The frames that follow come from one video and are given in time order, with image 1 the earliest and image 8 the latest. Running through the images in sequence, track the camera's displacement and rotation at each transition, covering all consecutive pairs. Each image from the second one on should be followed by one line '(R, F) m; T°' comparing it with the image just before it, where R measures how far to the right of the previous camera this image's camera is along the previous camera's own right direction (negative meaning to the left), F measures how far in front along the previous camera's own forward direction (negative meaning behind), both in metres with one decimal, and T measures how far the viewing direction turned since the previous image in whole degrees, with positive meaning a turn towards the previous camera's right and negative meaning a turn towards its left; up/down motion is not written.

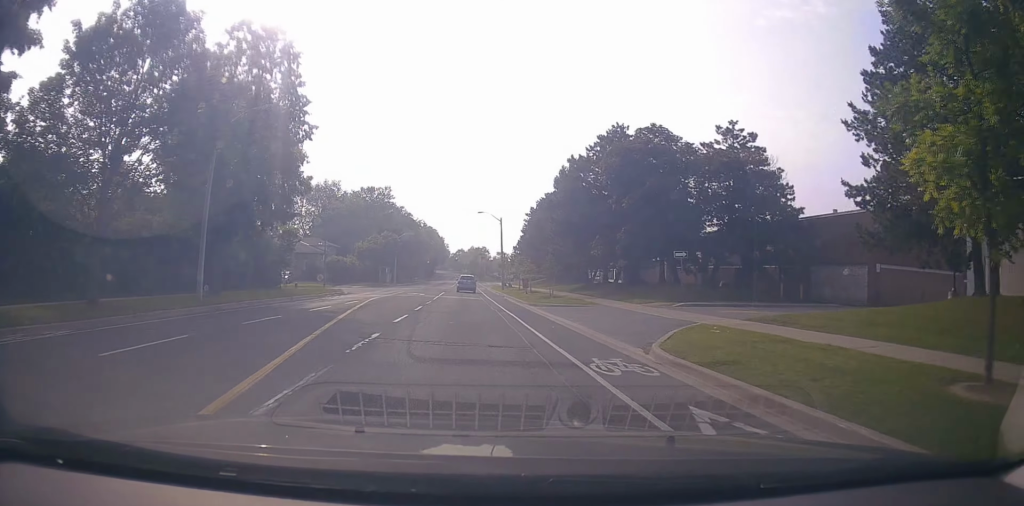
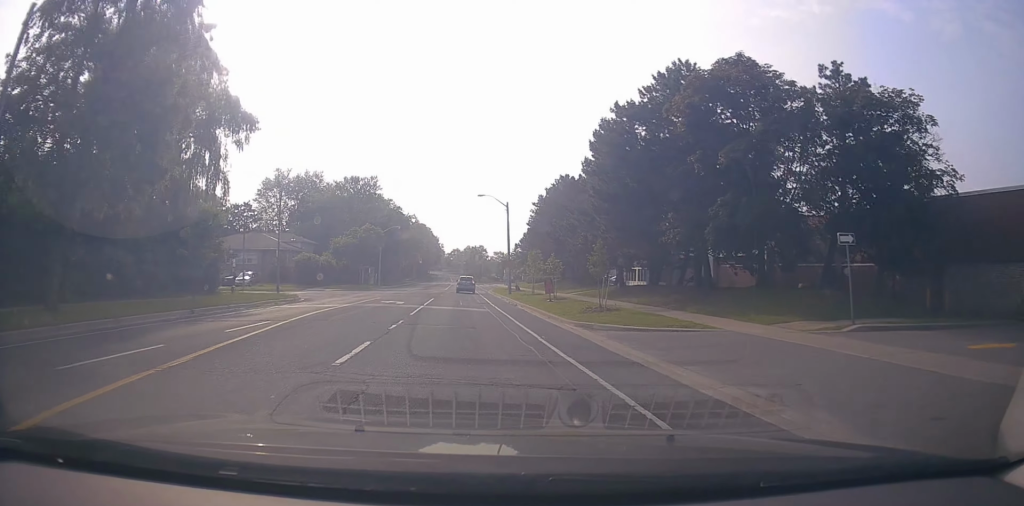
(+0.2, +13.1) m; +2°
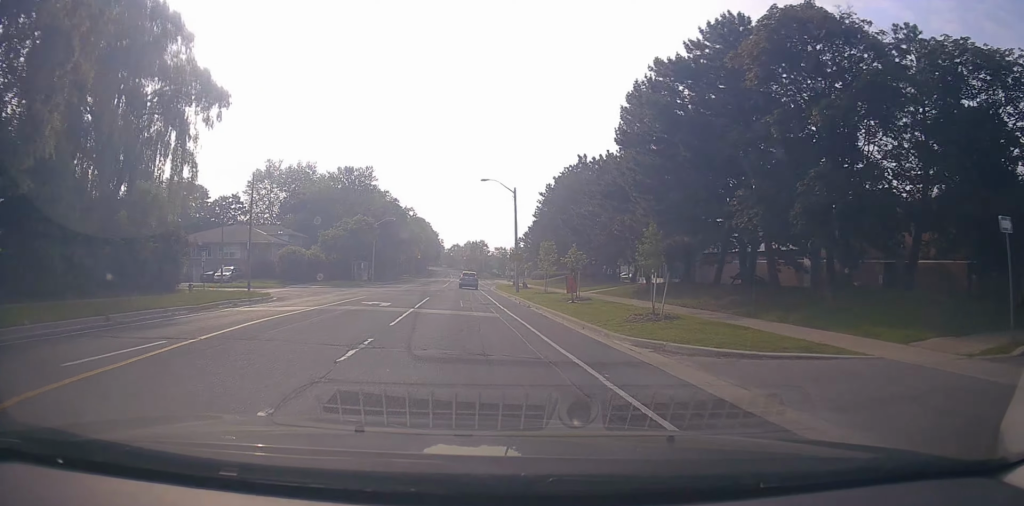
(+0.2, +6.0) m; 0°
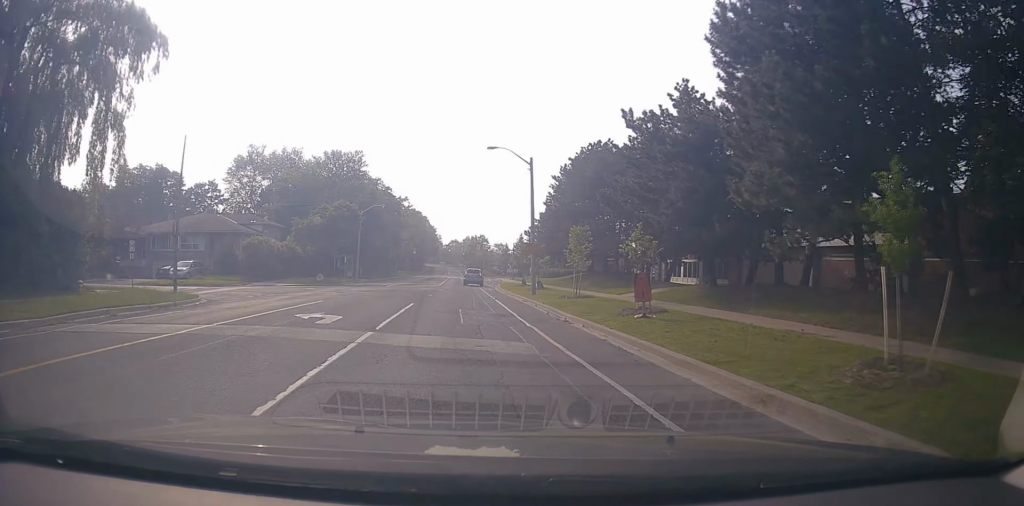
(-0.2, +9.8) m; -1°
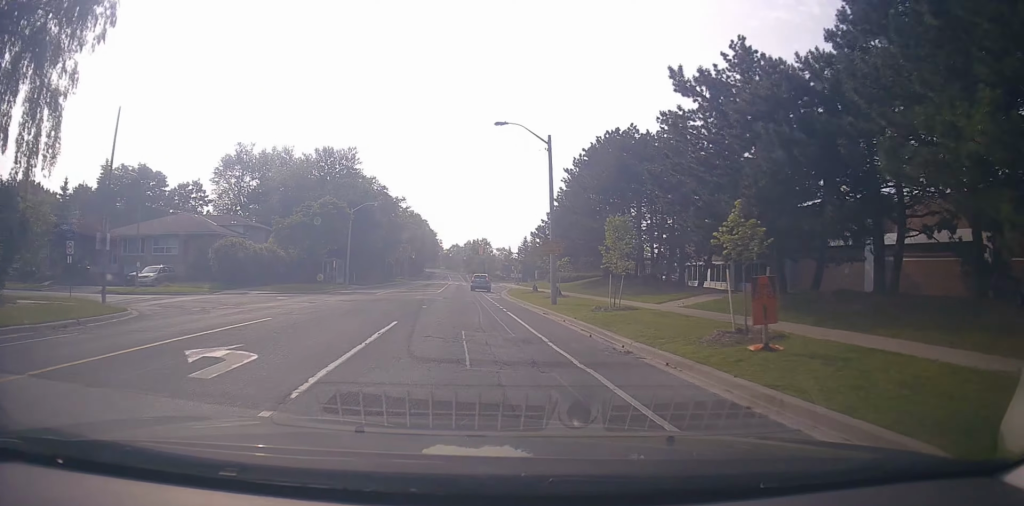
(-0.1, +6.2) m; 0°
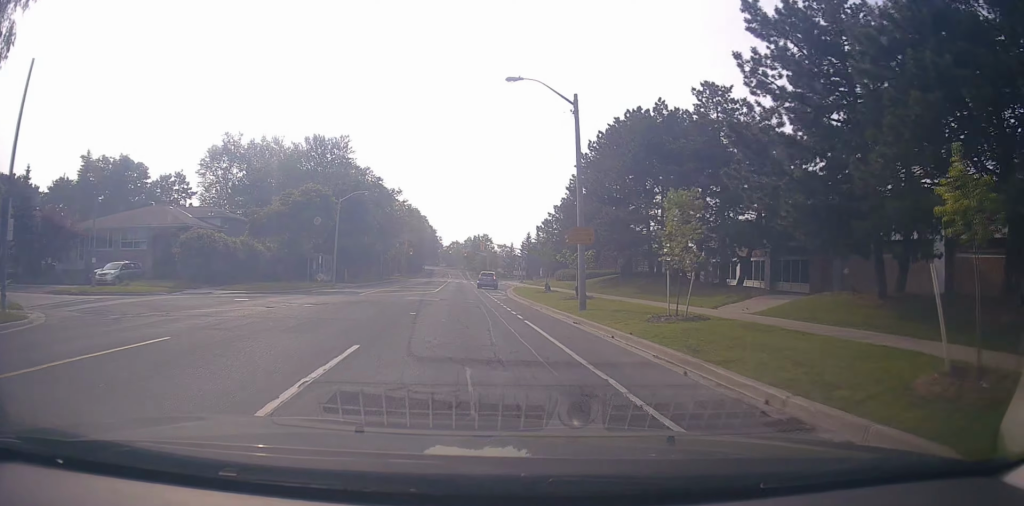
(+0.1, +6.0) m; +1°
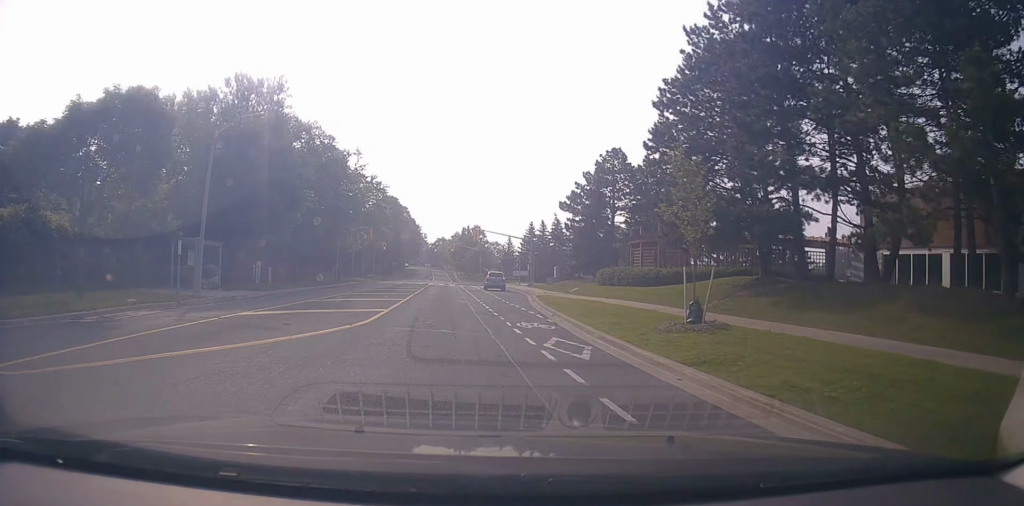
(+0.5, +25.1) m; 0°
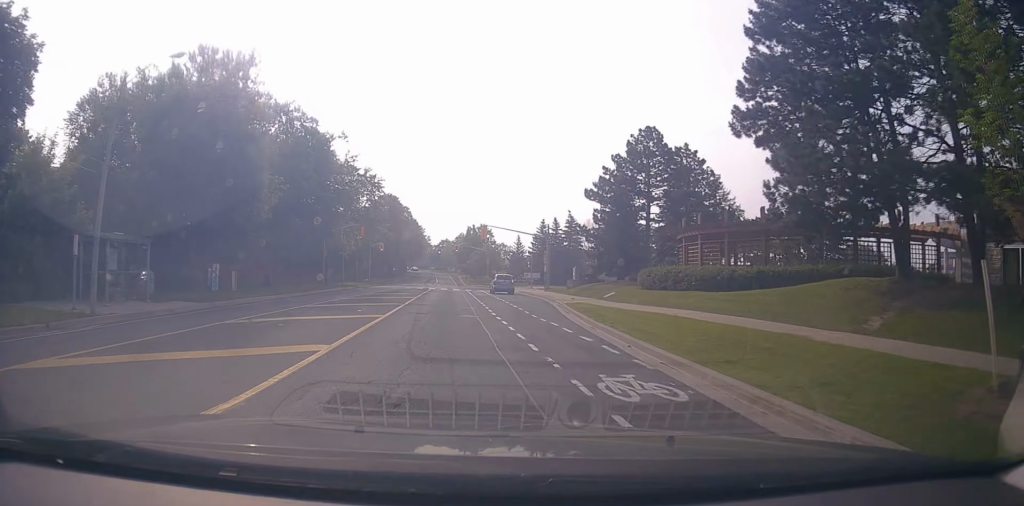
(-0.1, +8.8) m; -1°
